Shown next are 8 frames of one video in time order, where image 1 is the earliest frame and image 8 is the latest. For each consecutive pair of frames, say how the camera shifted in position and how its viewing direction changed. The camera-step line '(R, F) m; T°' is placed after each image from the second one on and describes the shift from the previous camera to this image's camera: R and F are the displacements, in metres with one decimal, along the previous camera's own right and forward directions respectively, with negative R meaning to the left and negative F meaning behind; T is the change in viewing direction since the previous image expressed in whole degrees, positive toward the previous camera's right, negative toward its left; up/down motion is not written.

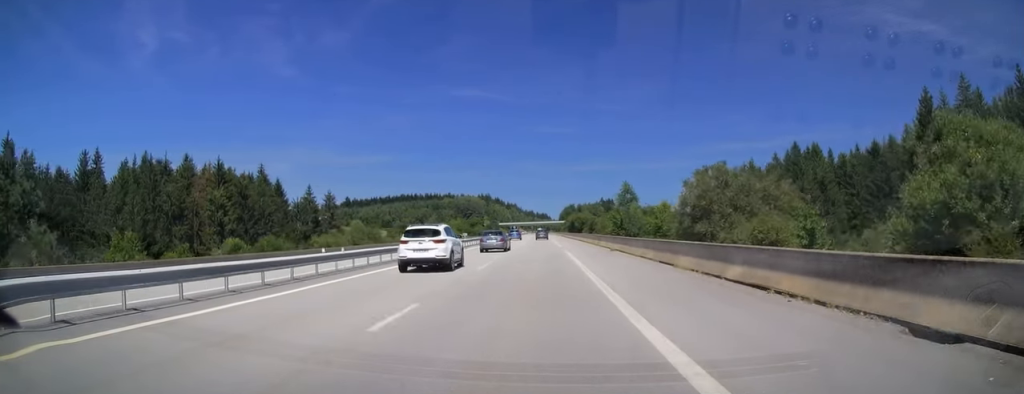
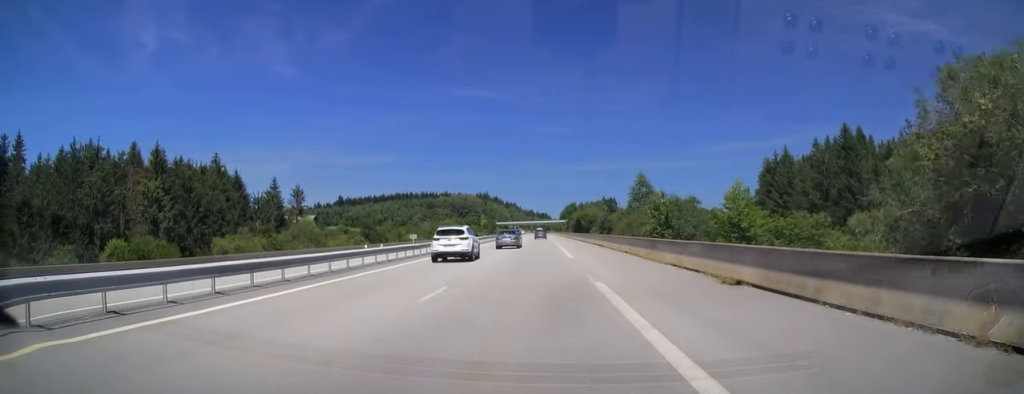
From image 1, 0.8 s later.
(0.0, +22.6) m; 0°
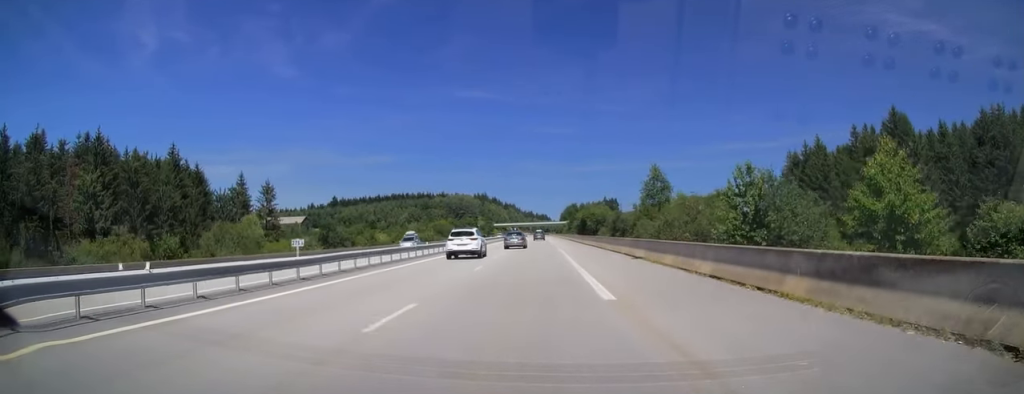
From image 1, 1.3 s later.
(0.0, +16.8) m; 0°
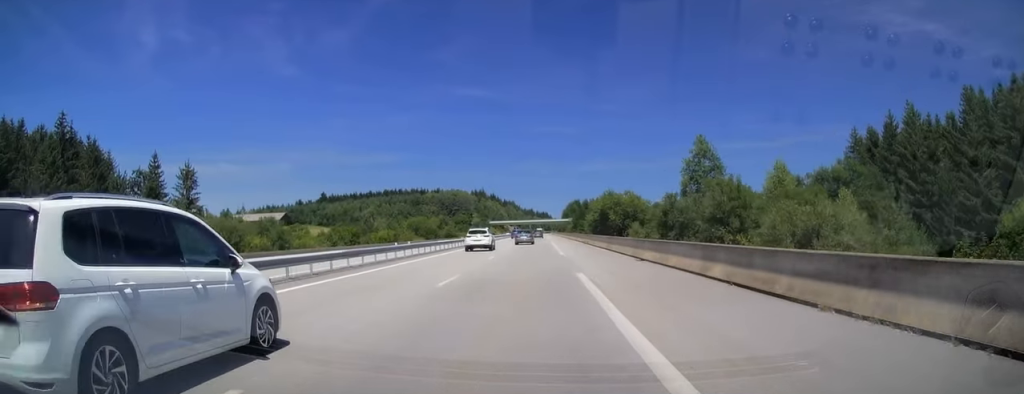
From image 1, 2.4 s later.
(0.0, +32.6) m; 0°
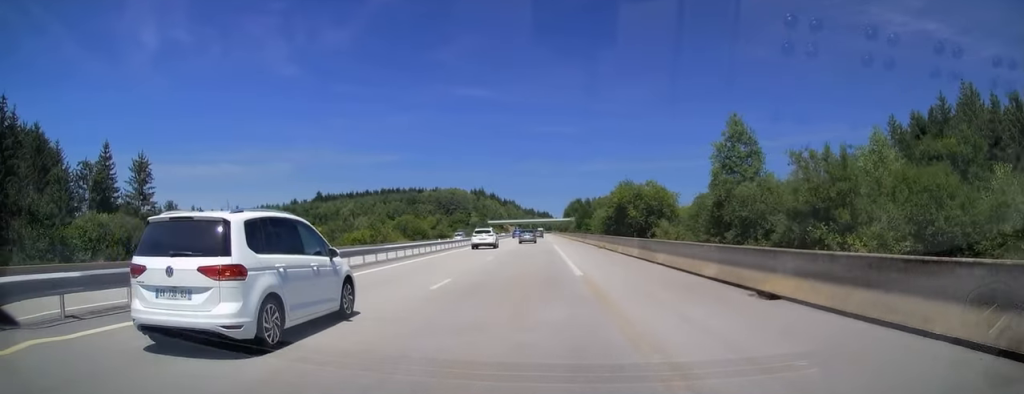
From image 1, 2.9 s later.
(0.0, +13.8) m; 0°
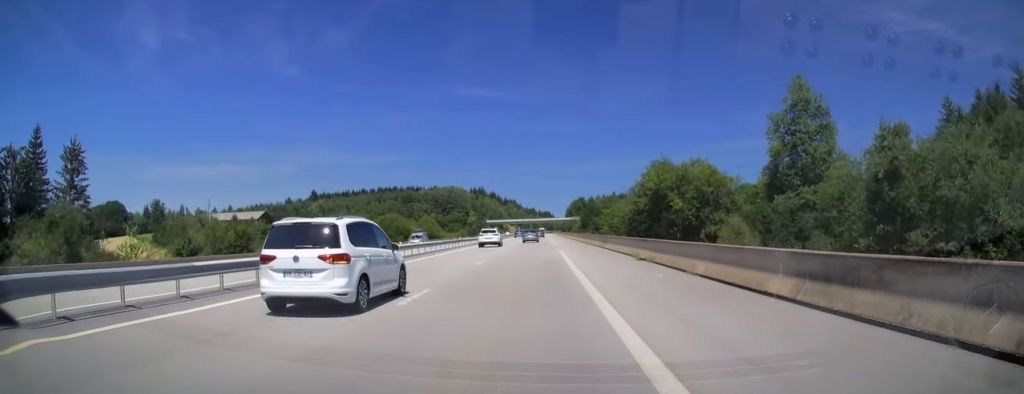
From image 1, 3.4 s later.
(0.0, +16.2) m; 0°
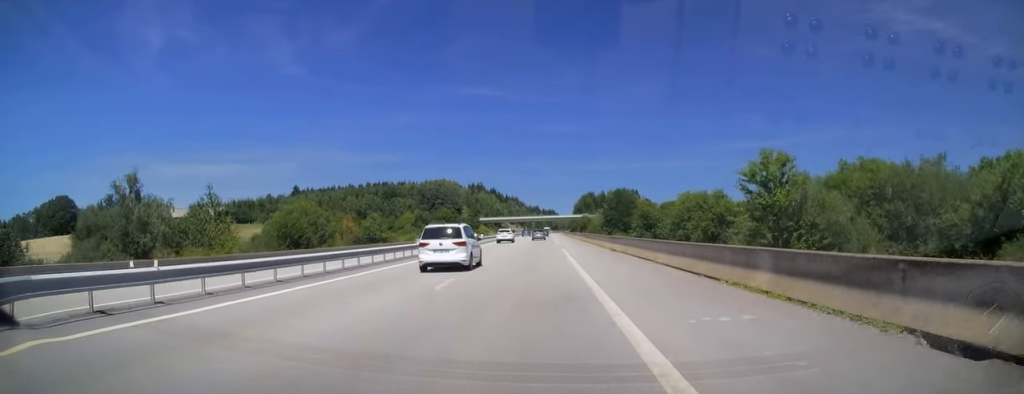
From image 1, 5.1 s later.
(-0.3, +49.3) m; -1°
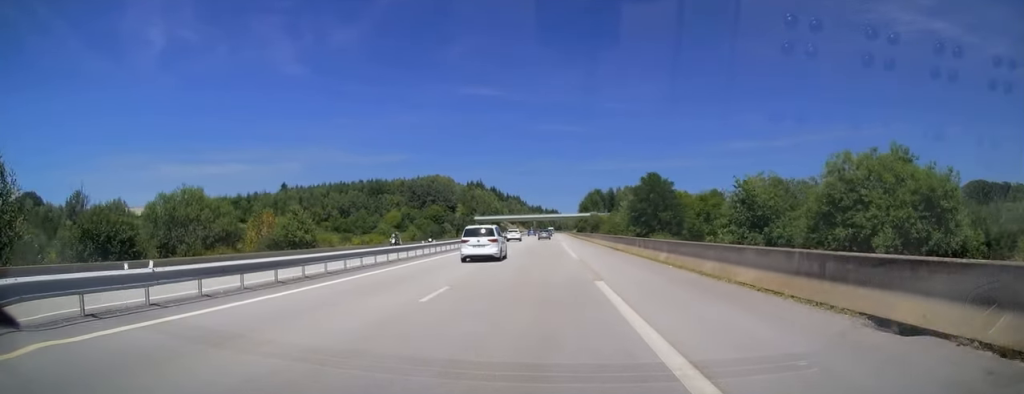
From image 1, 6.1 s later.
(0.0, +28.6) m; 0°
